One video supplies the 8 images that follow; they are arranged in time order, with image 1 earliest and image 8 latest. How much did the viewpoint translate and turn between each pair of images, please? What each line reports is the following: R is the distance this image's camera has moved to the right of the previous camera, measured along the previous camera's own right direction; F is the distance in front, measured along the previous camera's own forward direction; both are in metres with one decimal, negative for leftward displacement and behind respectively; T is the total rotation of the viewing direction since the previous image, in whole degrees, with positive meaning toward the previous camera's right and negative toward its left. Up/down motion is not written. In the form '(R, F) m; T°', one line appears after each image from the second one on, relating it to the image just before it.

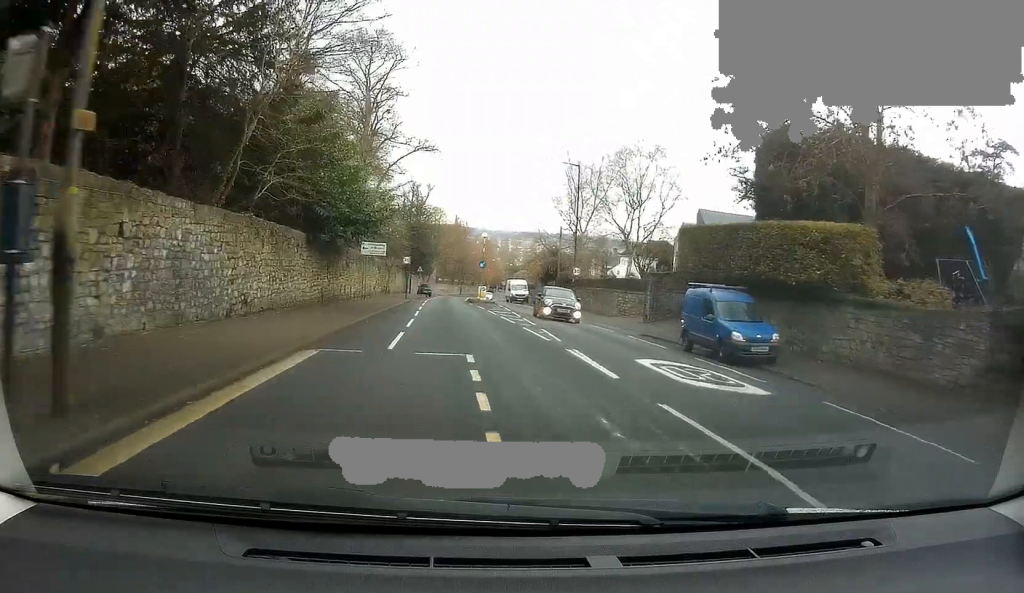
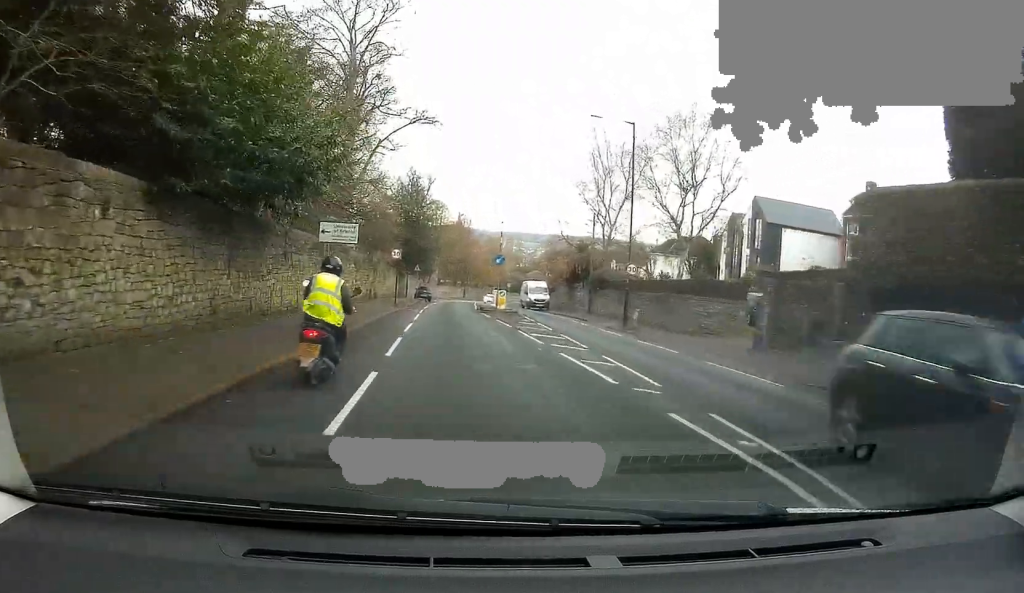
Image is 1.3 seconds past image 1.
(0.0, +12.9) m; +2°
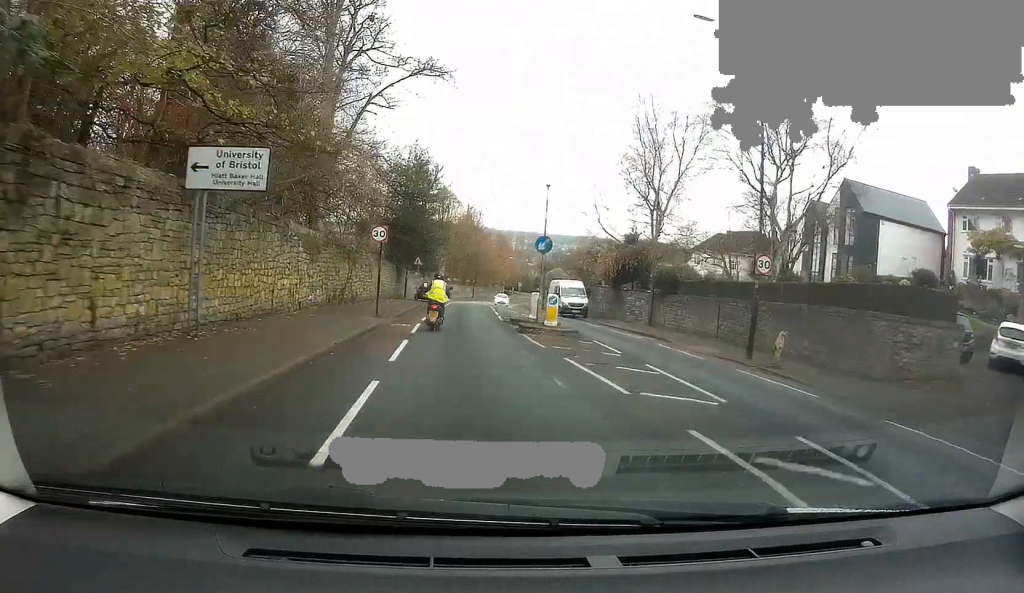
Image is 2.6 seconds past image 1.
(+0.2, +13.0) m; -1°
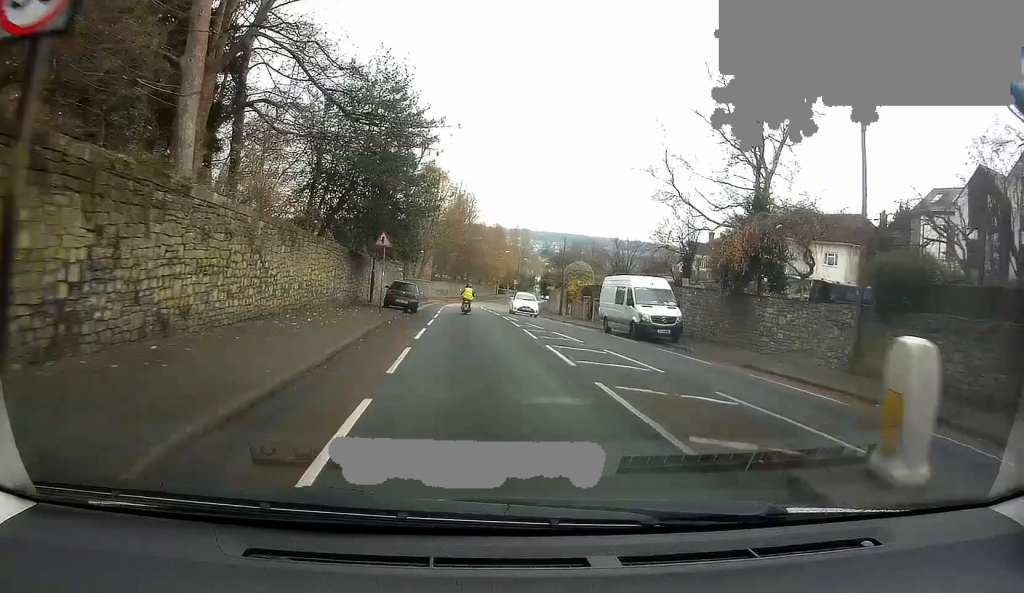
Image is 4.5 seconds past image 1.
(-0.5, +19.3) m; -2°
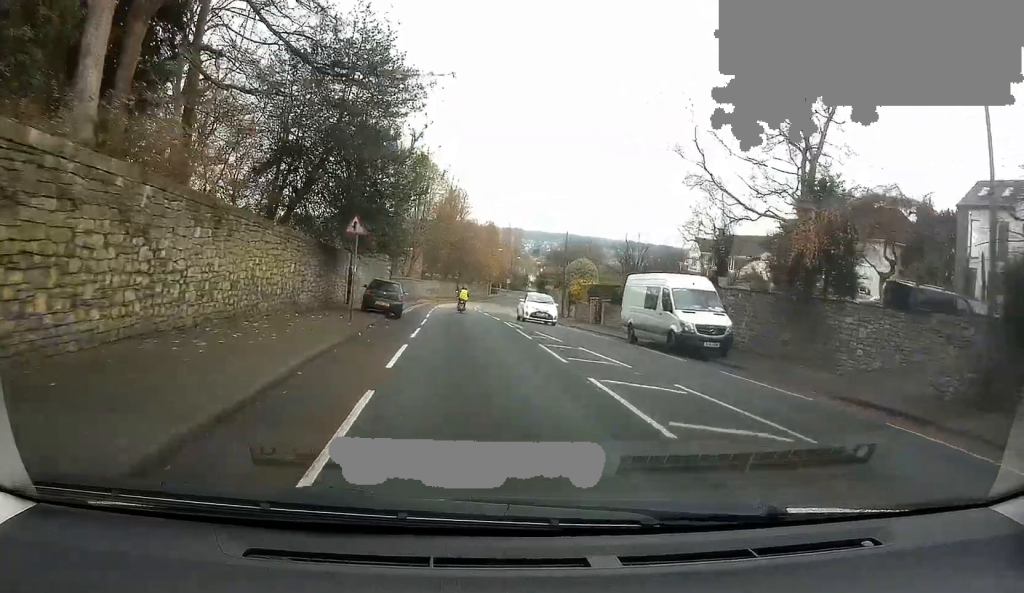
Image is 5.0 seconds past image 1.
(0.0, +5.5) m; -1°
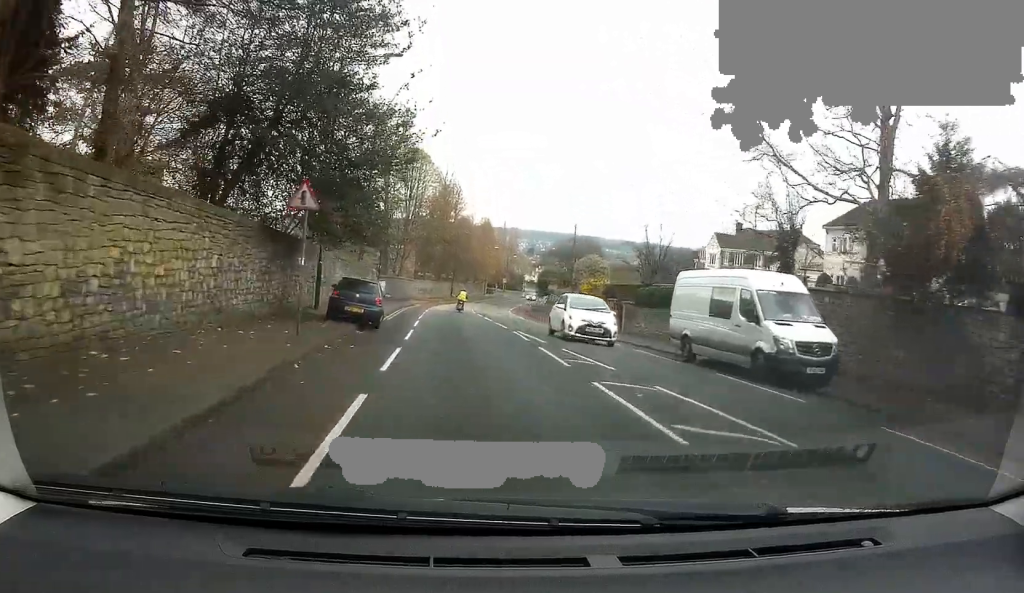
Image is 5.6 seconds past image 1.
(-0.1, +6.4) m; 0°
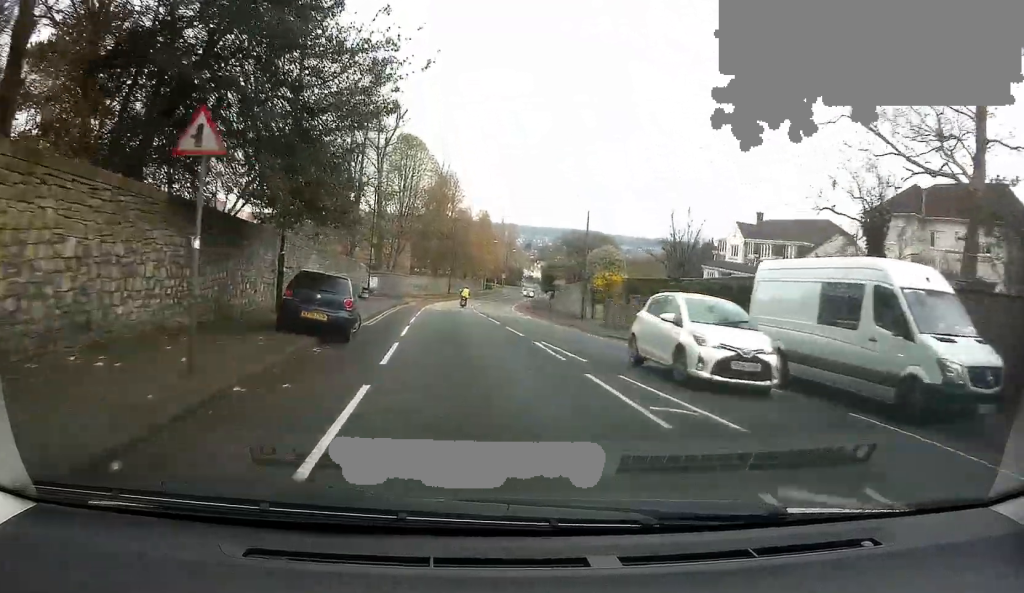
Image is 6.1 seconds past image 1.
(-0.1, +5.4) m; 0°
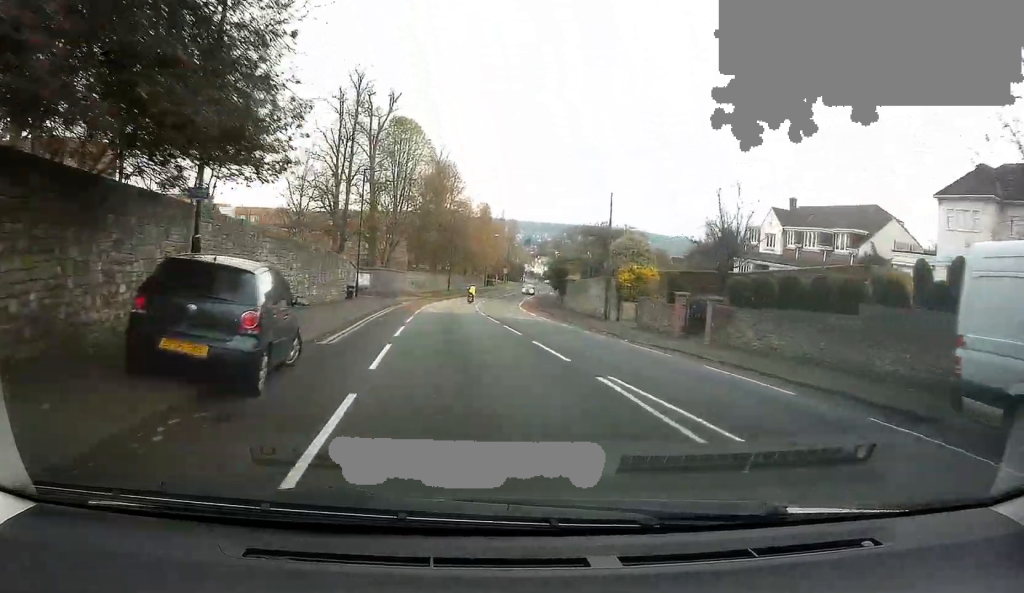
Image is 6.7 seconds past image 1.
(+0.2, +6.7) m; 0°
